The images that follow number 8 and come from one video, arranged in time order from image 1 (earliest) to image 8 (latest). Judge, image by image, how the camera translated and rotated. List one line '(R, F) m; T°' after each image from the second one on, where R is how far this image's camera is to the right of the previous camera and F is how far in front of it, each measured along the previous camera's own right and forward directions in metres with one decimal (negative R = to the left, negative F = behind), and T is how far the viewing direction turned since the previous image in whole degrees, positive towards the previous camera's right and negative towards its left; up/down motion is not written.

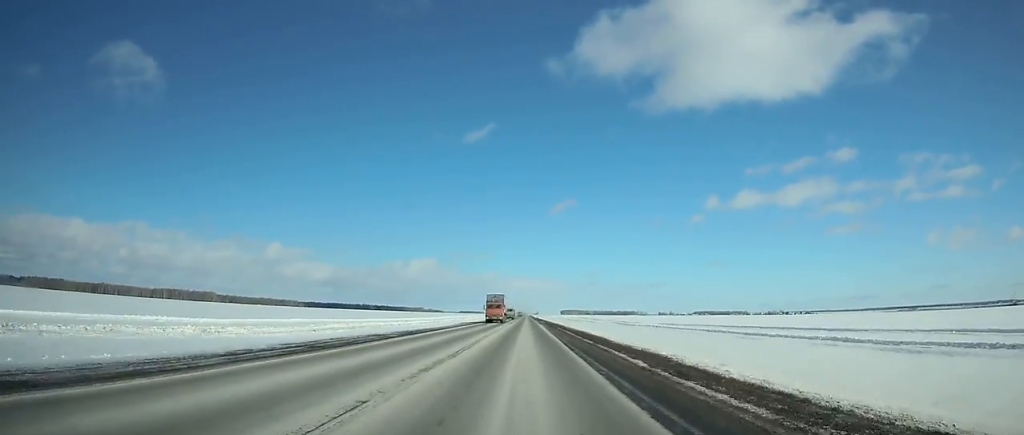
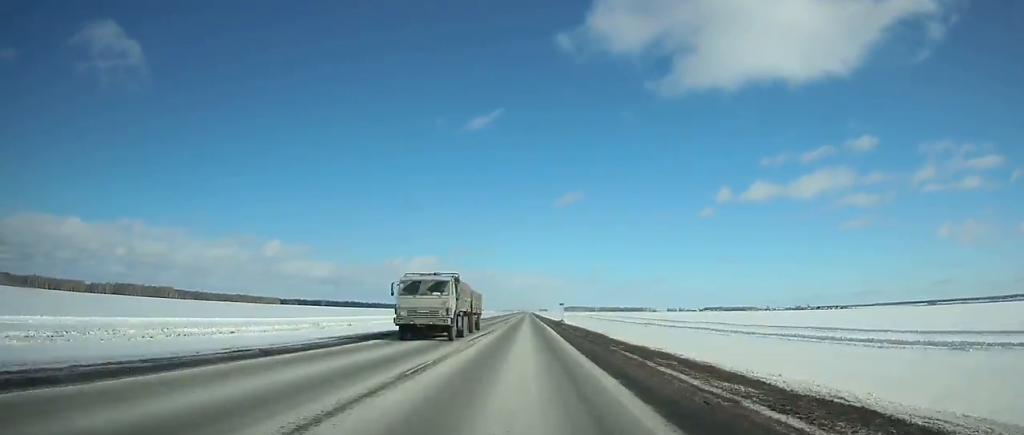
(+0.1, +193.7) m; 0°
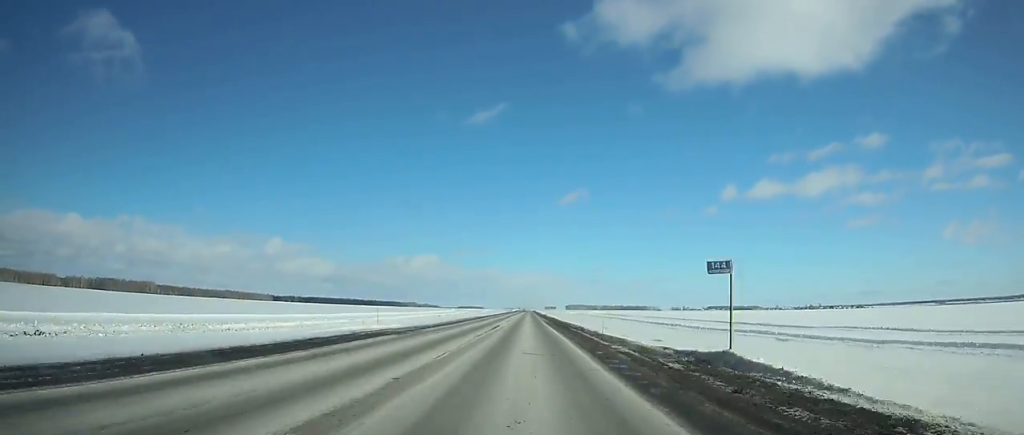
(-0.1, +69.8) m; 0°
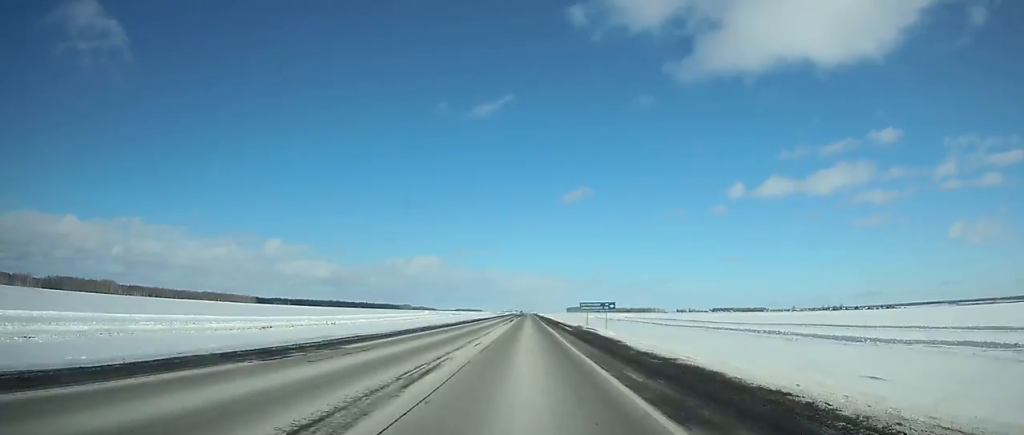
(0.0, +125.0) m; 0°
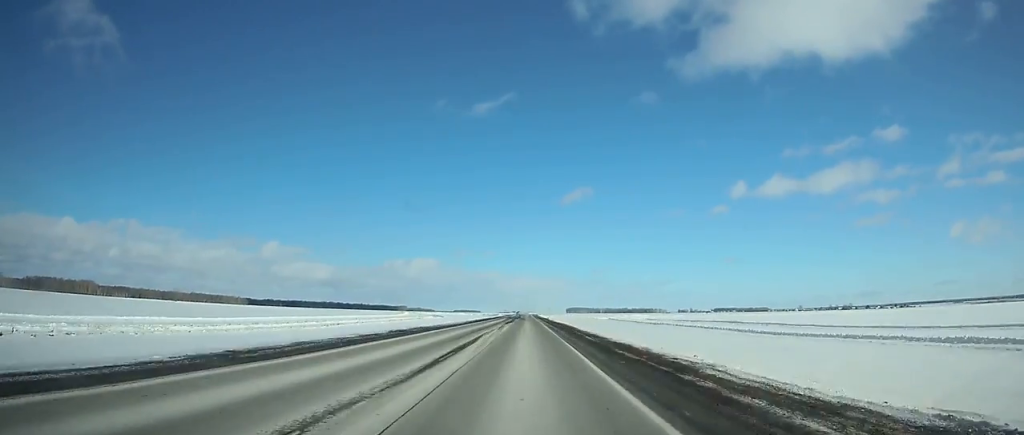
(+0.1, +55.4) m; 0°
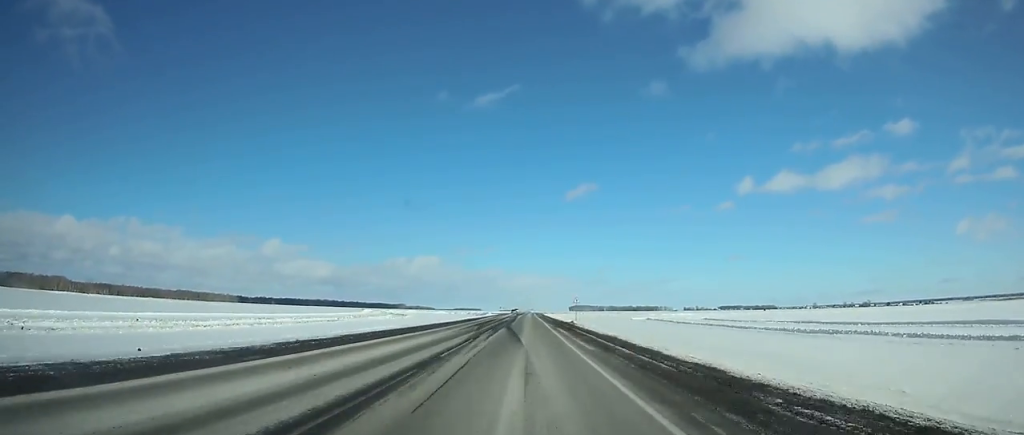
(0.0, +79.6) m; 0°
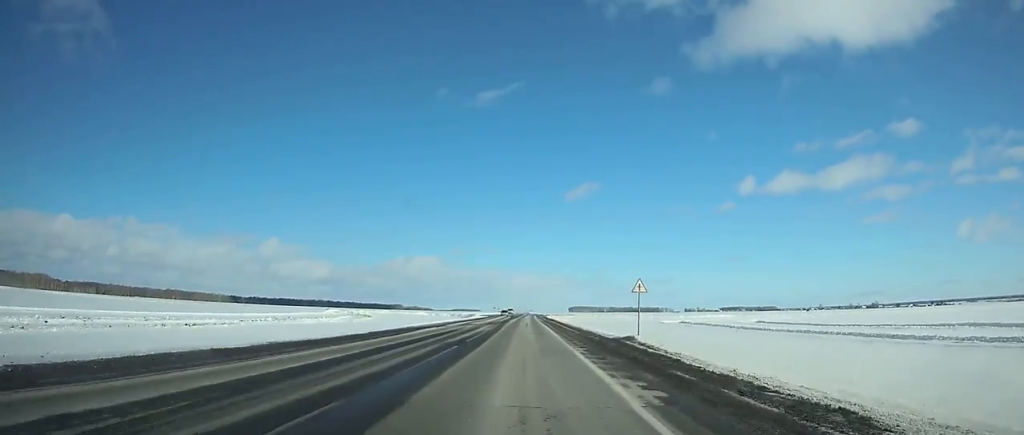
(-0.1, +40.9) m; 0°
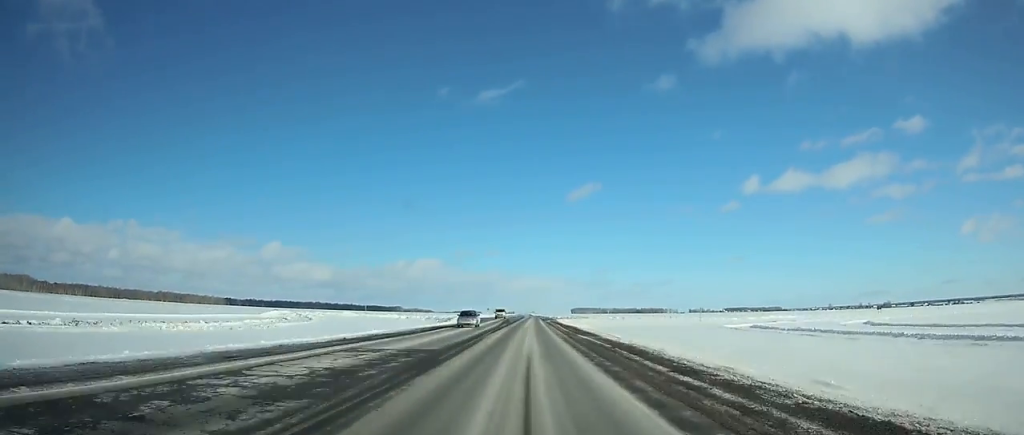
(+0.2, +43.5) m; 0°
